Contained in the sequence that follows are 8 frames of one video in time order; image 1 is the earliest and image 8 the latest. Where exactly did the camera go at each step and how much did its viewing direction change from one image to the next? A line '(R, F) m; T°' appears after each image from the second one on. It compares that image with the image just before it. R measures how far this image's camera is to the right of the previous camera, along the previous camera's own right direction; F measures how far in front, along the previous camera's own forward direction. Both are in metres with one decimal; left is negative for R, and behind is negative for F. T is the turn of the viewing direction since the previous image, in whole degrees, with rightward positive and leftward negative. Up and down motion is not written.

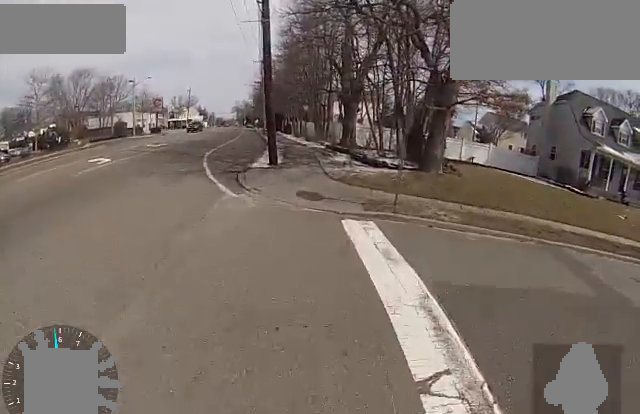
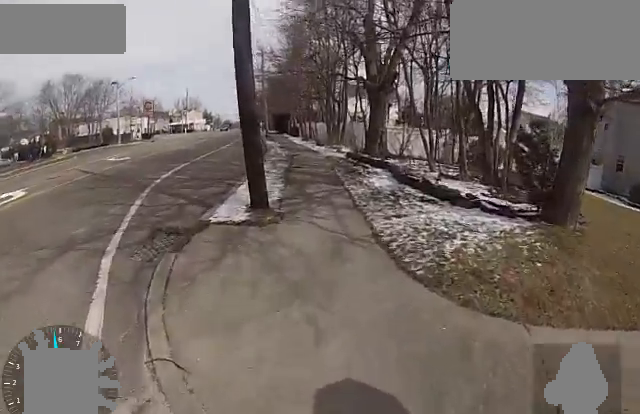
(-0.7, +7.4) m; -15°
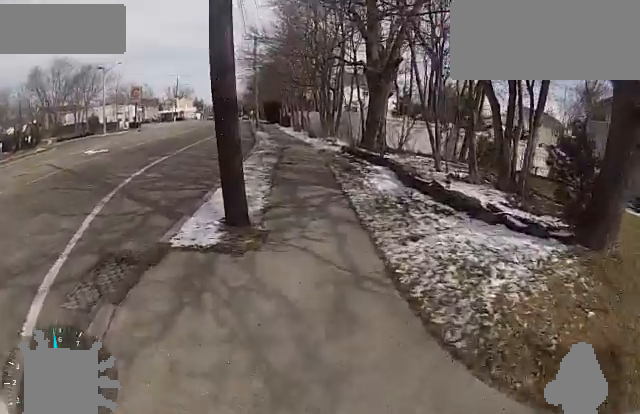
(0.0, +2.2) m; 0°
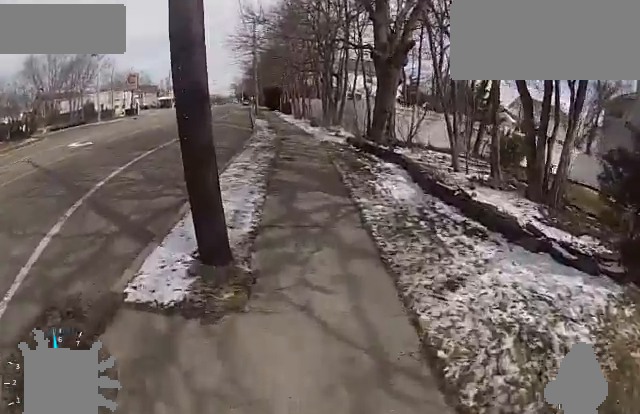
(0.0, +2.3) m; 0°
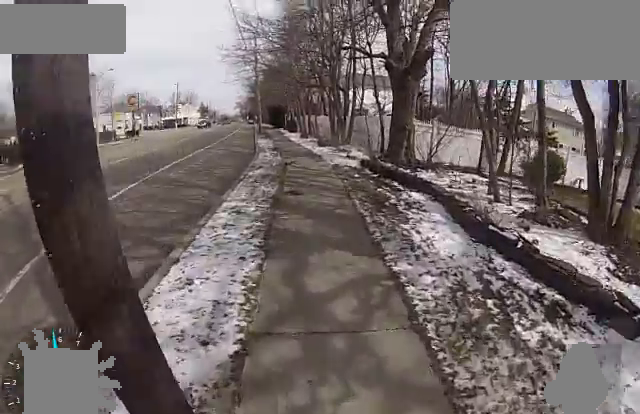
(0.0, +2.0) m; +1°
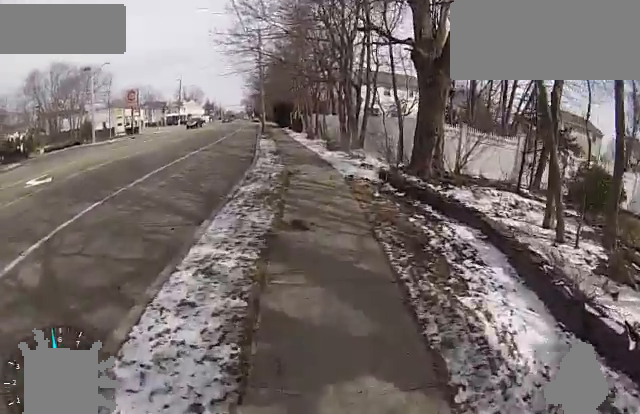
(0.0, +1.6) m; +2°
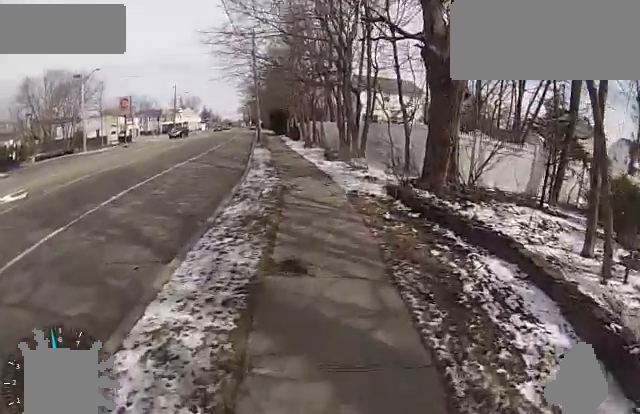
(0.0, +0.7) m; +2°
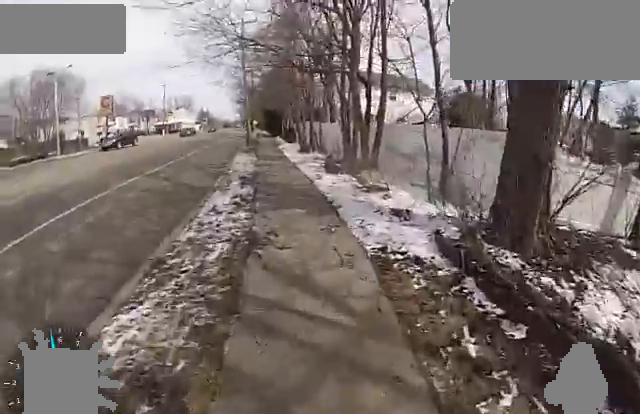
(0.0, +2.4) m; +1°
